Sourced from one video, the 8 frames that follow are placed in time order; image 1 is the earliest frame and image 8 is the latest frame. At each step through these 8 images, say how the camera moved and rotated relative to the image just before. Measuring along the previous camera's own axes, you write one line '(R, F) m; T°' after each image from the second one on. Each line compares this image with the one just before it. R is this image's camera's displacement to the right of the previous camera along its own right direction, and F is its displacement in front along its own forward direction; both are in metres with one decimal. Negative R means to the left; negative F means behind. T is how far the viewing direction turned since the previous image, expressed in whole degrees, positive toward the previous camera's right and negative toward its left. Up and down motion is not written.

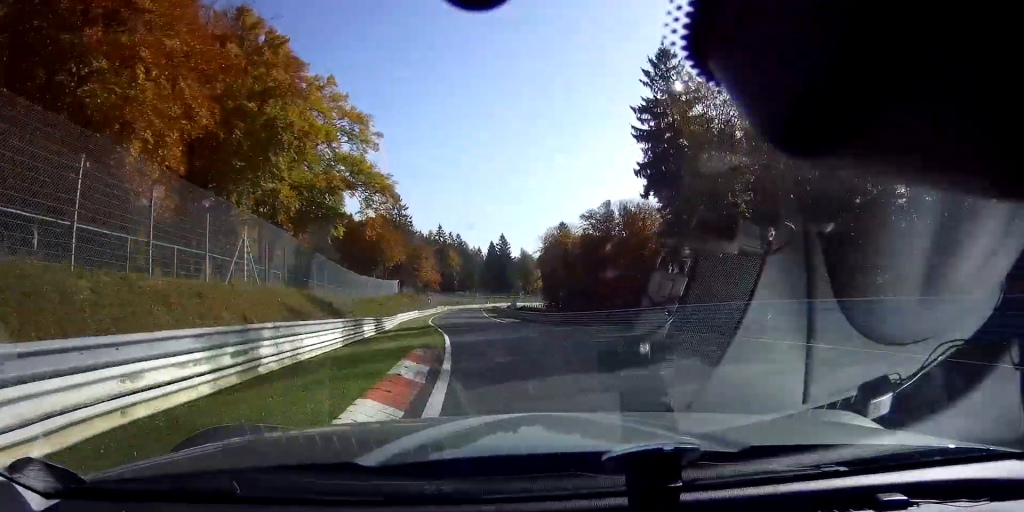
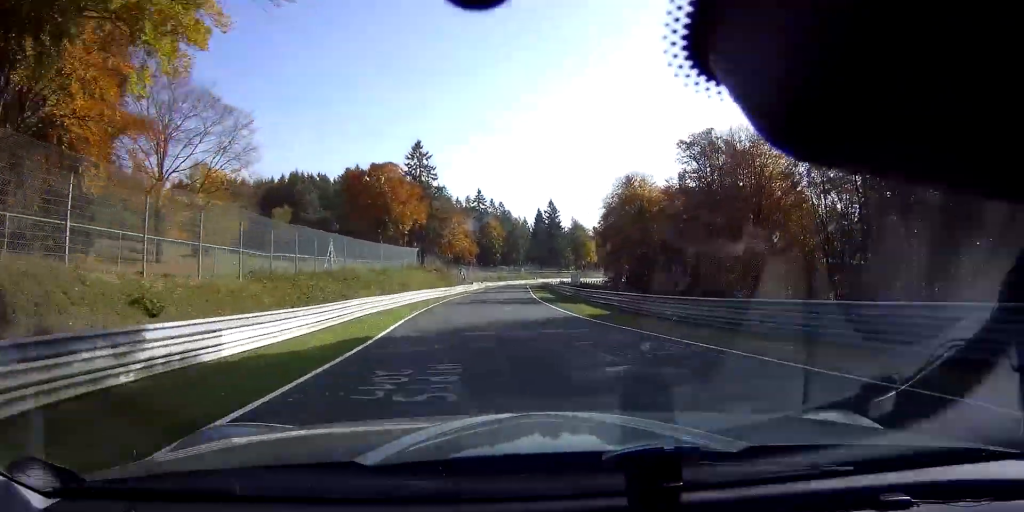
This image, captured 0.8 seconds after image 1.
(-0.7, +28.4) m; -3°
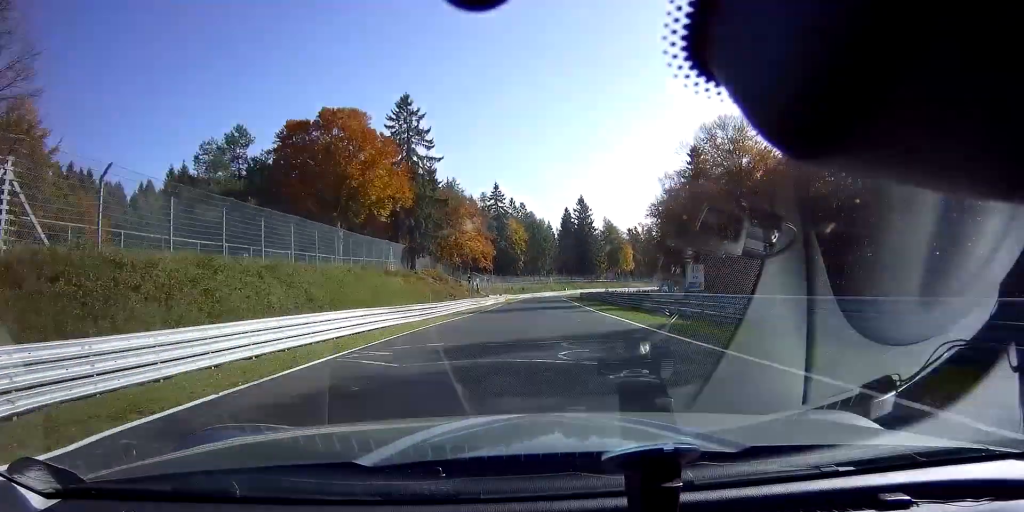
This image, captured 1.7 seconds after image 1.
(-0.8, +30.7) m; -2°
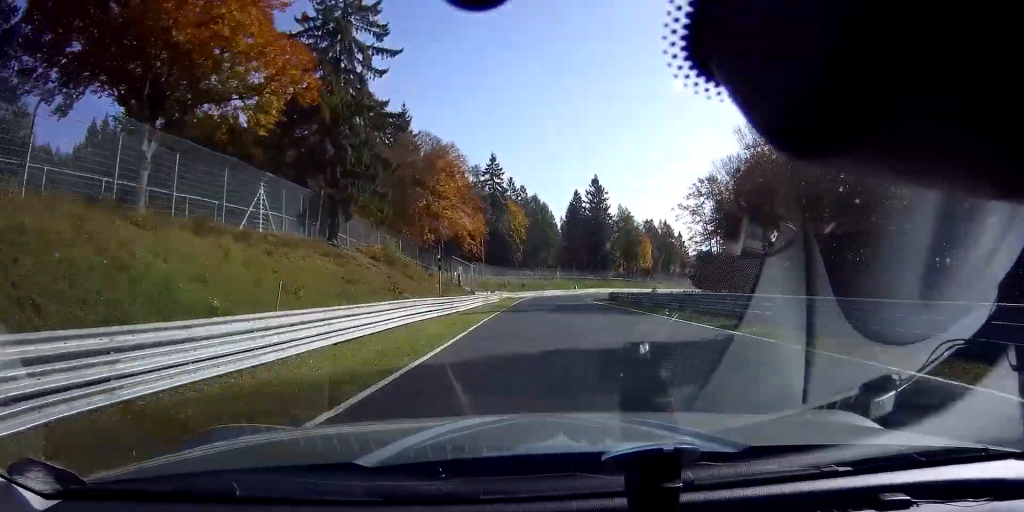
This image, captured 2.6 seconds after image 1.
(-0.4, +31.1) m; +1°
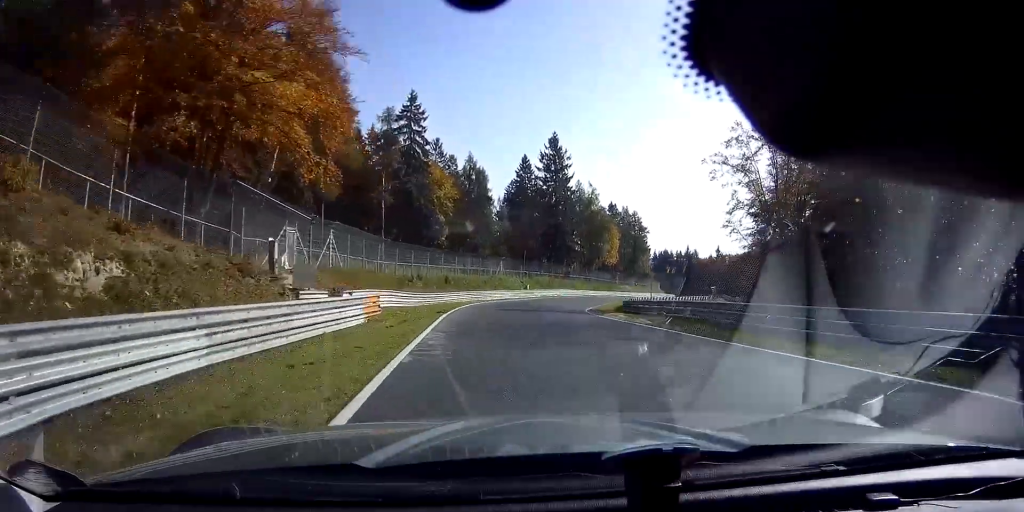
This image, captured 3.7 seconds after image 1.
(+2.1, +40.5) m; +8°
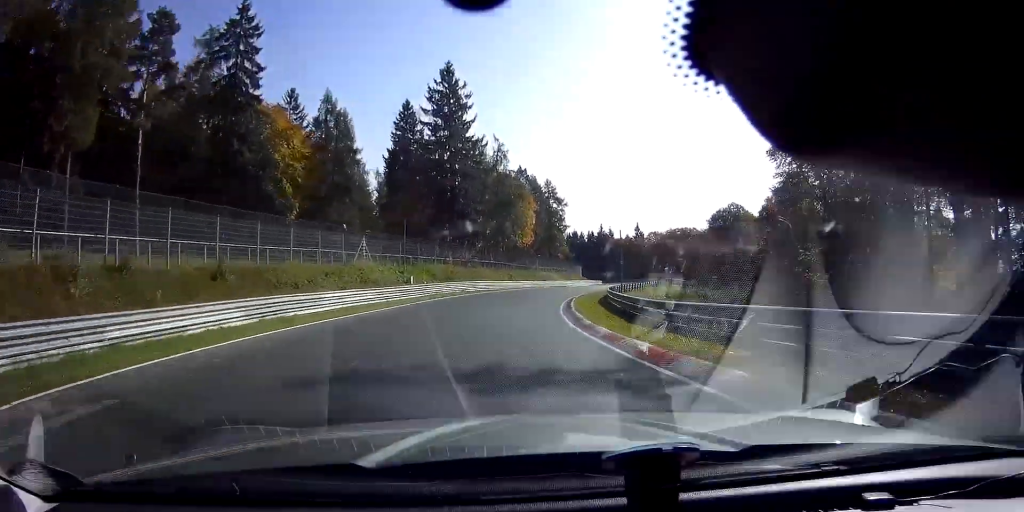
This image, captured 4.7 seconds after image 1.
(+2.4, +31.6) m; +10°
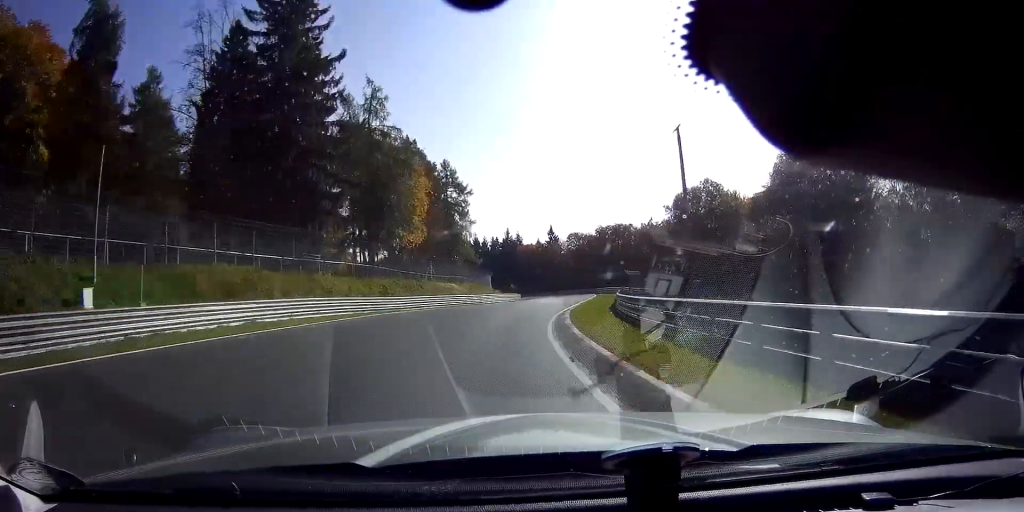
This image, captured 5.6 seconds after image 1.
(+3.0, +31.2) m; +10°
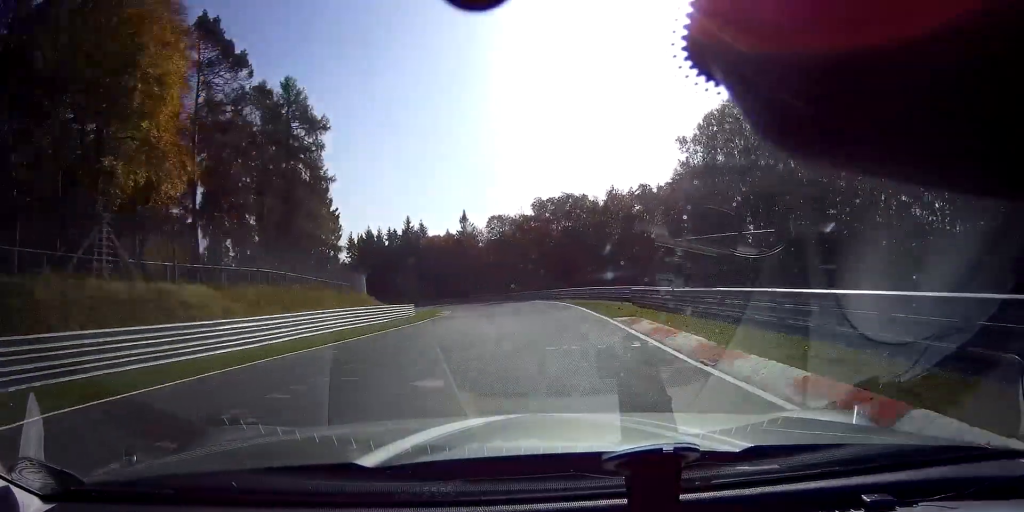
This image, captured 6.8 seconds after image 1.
(+3.5, +38.7) m; +5°
